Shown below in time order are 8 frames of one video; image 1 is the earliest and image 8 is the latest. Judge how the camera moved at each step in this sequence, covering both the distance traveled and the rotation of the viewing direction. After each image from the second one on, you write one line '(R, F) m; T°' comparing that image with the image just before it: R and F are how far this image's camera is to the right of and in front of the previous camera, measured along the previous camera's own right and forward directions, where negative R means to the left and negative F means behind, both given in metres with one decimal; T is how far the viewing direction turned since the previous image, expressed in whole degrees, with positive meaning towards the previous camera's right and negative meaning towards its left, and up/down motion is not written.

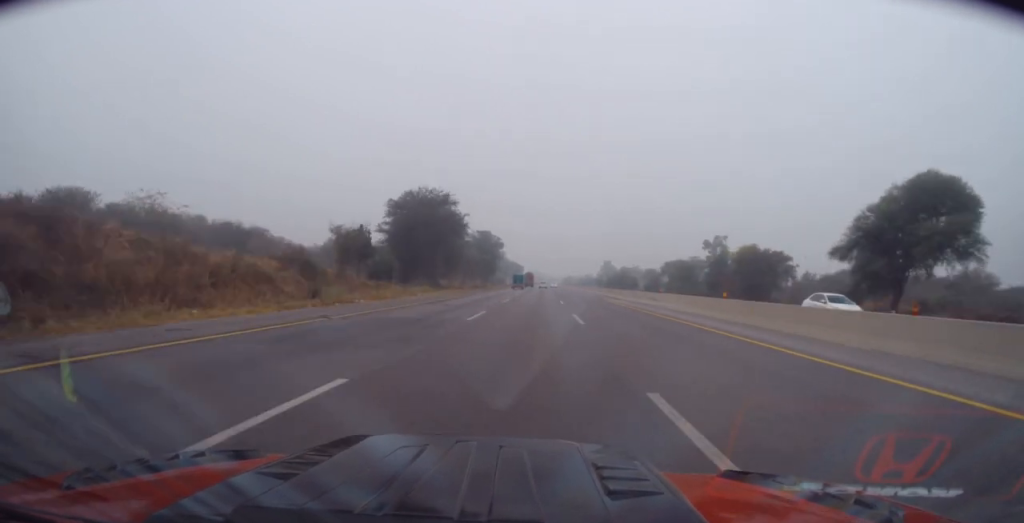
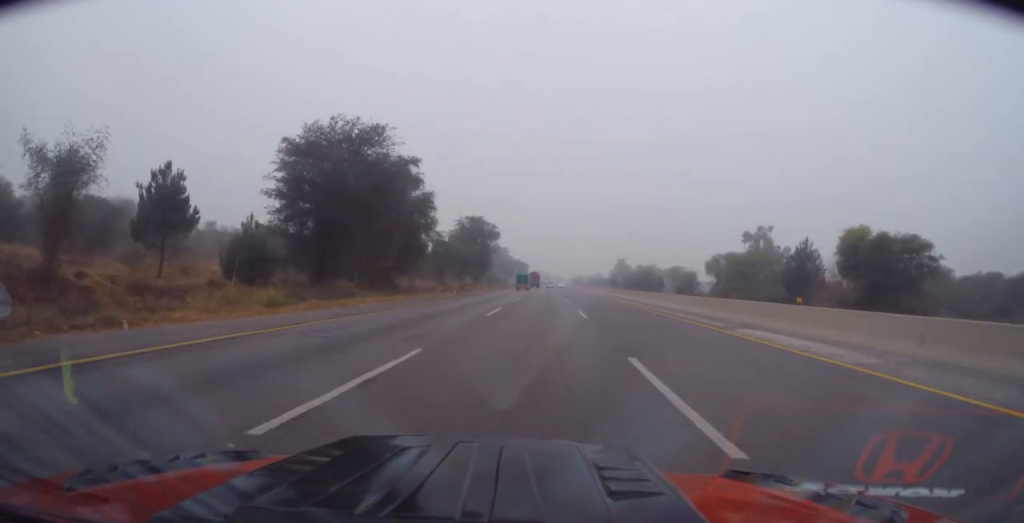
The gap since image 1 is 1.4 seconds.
(+0.1, +32.6) m; -1°
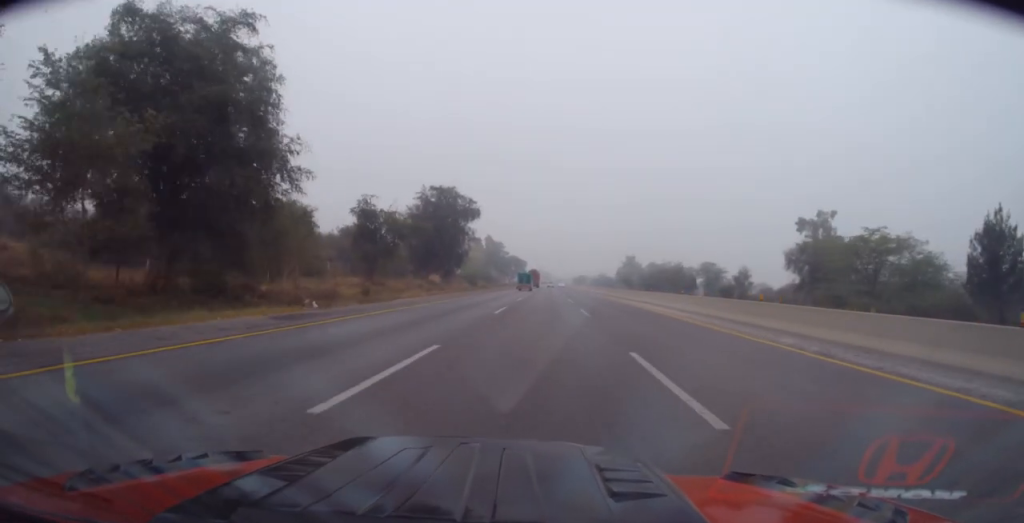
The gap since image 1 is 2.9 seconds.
(+0.1, +35.2) m; +1°
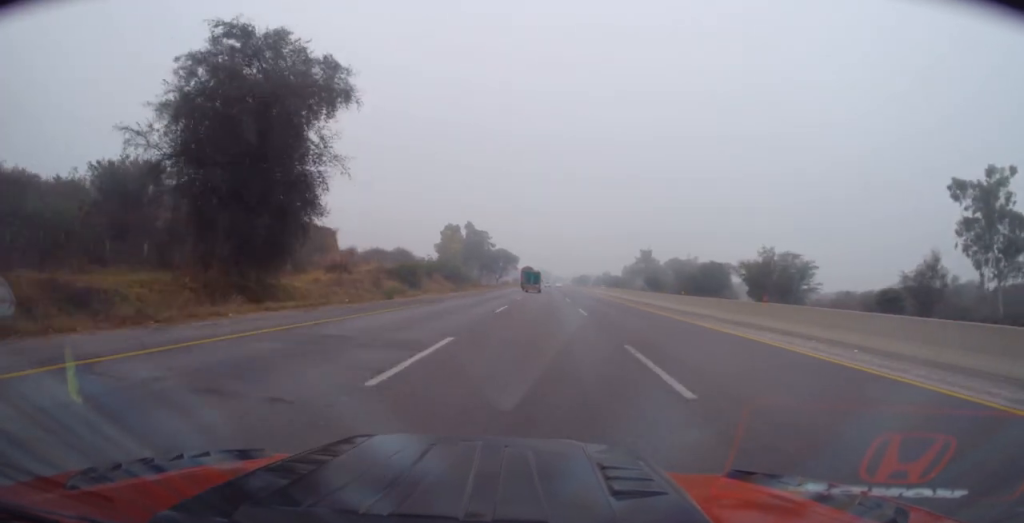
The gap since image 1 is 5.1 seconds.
(-0.6, +53.2) m; 0°
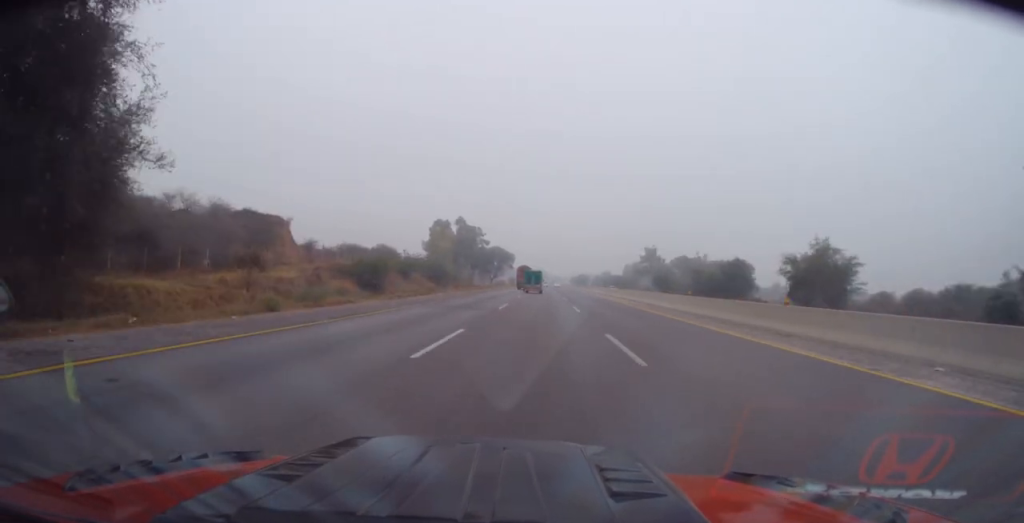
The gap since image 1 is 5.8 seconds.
(+0.2, +15.3) m; 0°
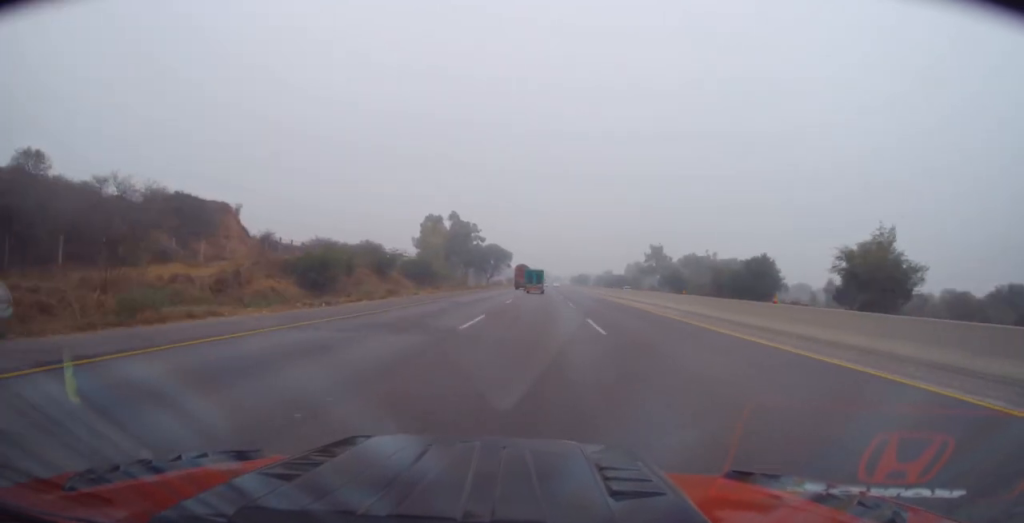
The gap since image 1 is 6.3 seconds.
(+0.3, +12.1) m; 0°
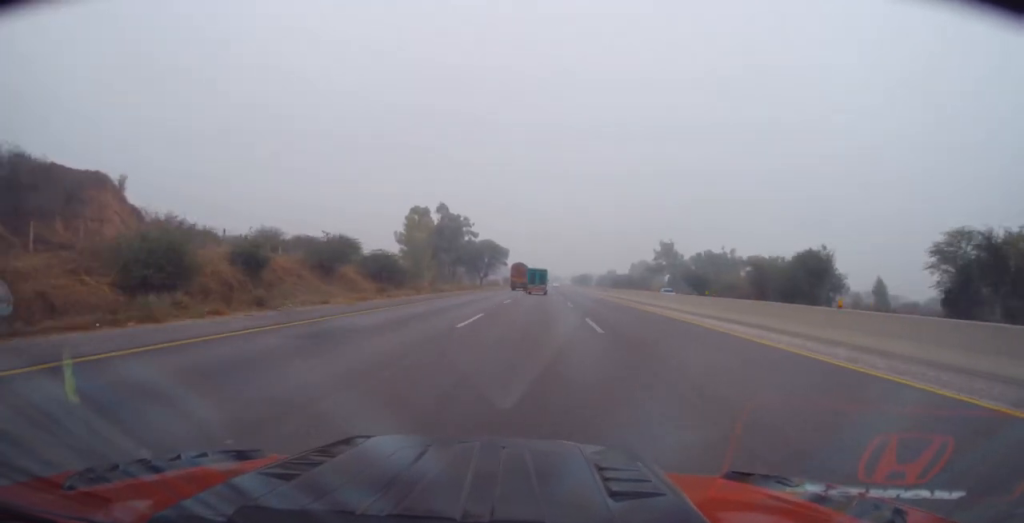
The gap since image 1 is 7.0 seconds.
(-0.4, +17.8) m; 0°
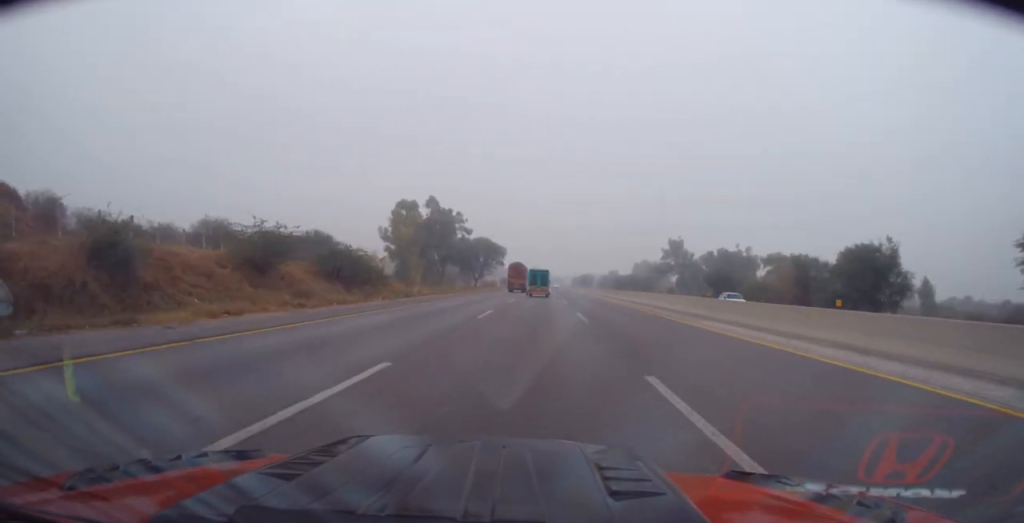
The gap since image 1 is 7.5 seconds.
(-0.1, +13.0) m; 0°
